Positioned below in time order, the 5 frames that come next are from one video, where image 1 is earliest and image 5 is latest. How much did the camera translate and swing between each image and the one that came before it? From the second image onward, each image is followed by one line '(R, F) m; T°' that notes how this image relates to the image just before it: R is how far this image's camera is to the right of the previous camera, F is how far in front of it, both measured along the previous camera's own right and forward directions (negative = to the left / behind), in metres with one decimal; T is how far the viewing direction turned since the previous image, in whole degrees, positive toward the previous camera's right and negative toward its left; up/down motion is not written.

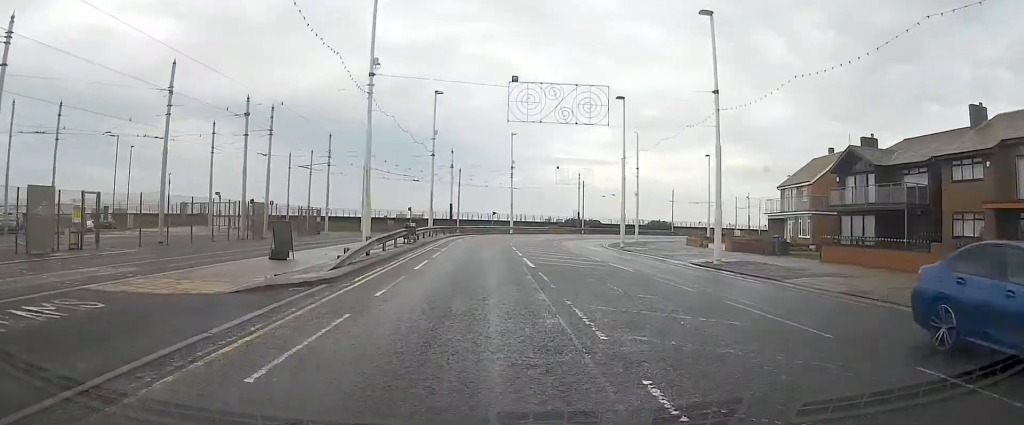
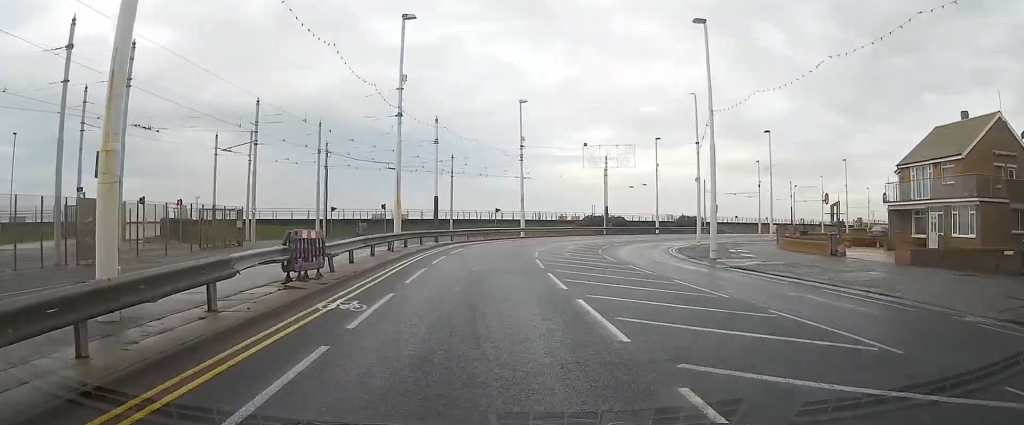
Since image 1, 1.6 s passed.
(-0.2, +19.2) m; -1°
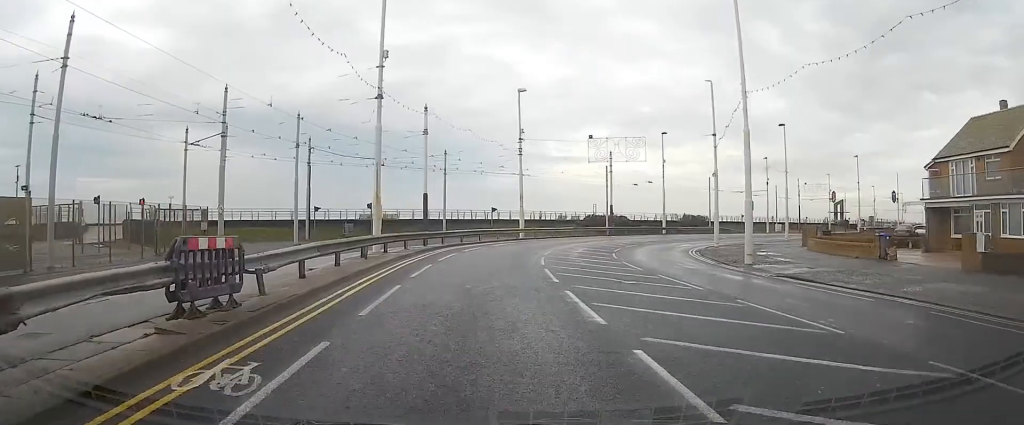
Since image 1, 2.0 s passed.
(0.0, +4.6) m; 0°
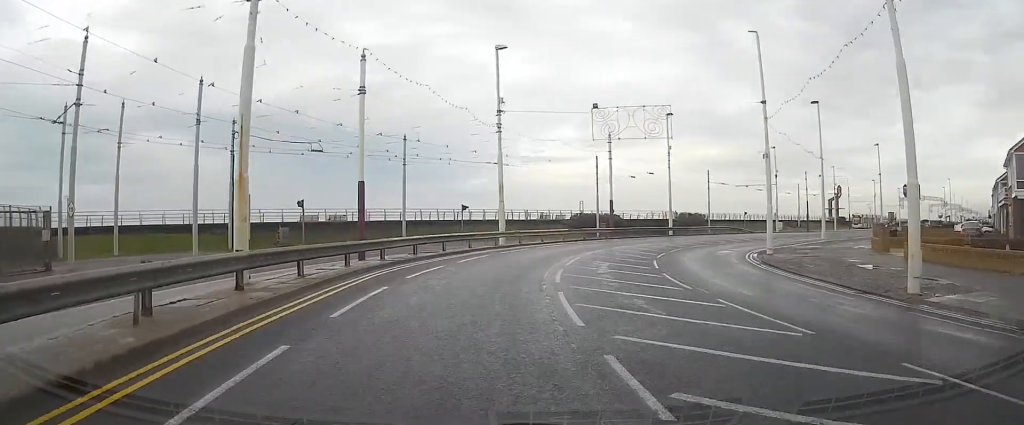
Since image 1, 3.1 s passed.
(+0.1, +12.2) m; +3°
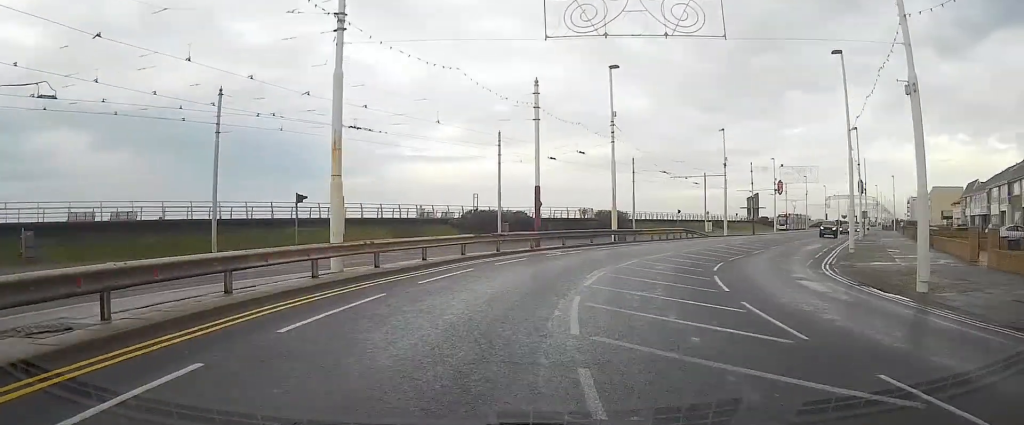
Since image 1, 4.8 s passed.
(+1.6, +19.0) m; +12°
